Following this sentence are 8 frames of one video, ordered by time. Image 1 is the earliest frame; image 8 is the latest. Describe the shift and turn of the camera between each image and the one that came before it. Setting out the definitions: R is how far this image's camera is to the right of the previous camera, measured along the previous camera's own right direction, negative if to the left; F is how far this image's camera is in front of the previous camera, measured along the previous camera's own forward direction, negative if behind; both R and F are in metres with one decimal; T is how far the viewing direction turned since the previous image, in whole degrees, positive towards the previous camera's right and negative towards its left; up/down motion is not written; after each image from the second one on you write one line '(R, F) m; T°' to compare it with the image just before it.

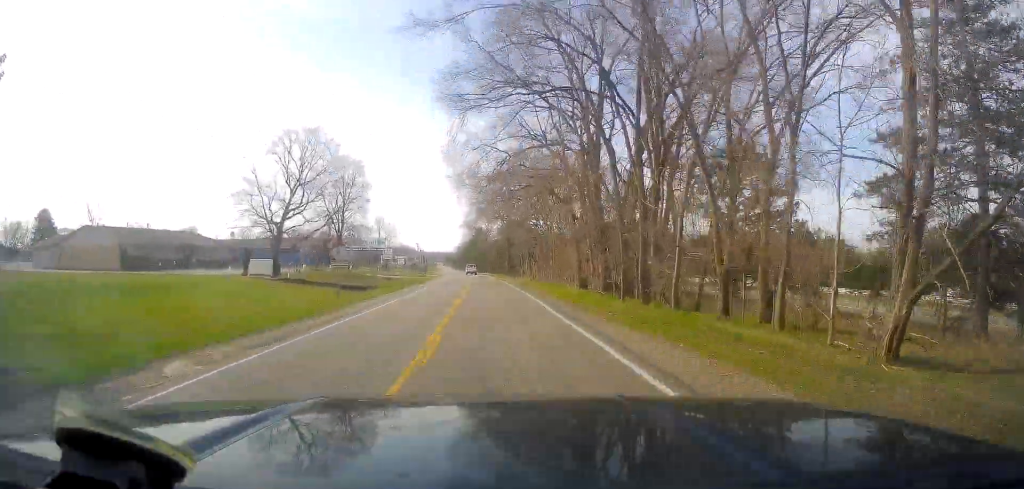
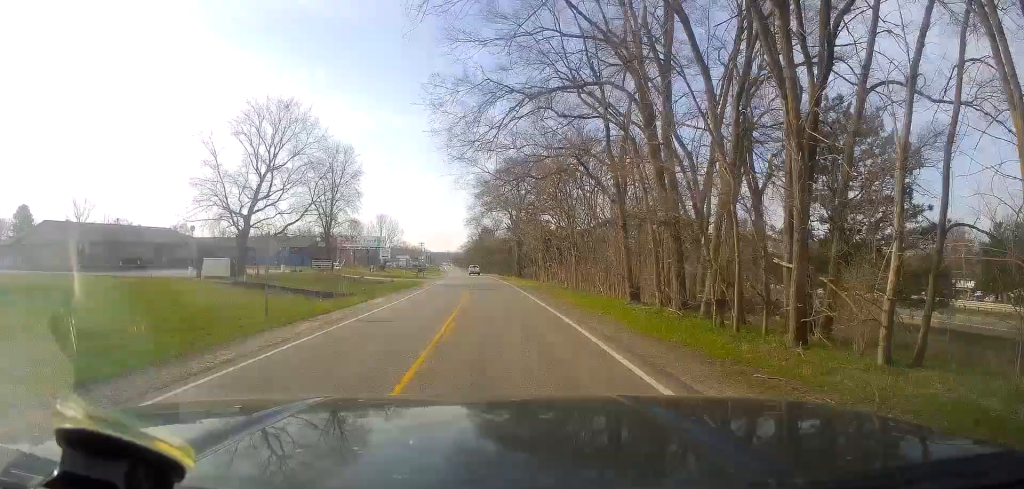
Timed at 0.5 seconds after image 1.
(-0.1, +11.1) m; 0°
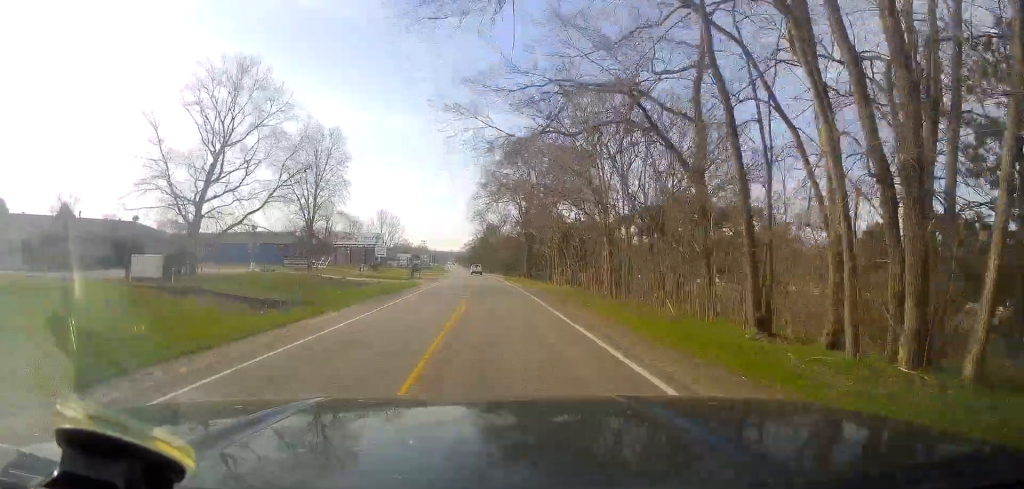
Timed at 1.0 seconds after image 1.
(0.0, +11.2) m; 0°
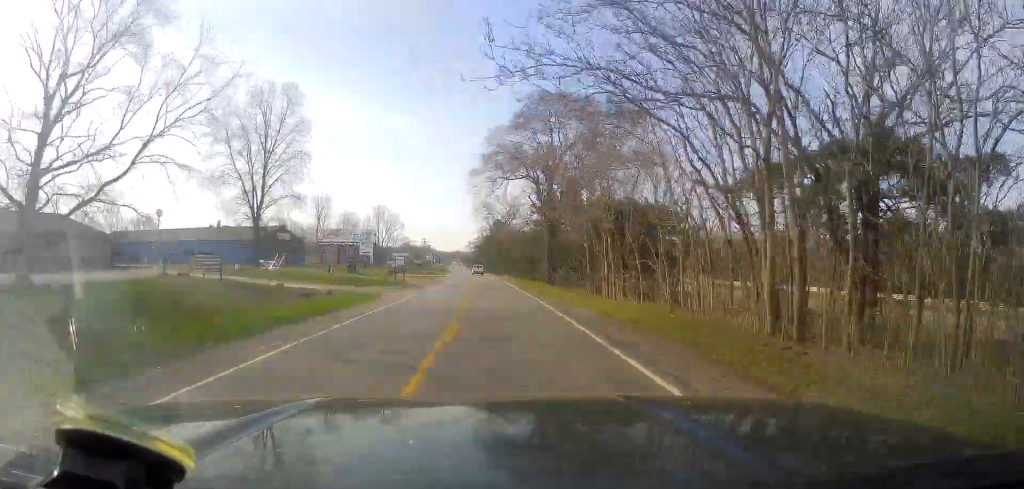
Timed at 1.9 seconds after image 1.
(0.0, +20.2) m; -1°
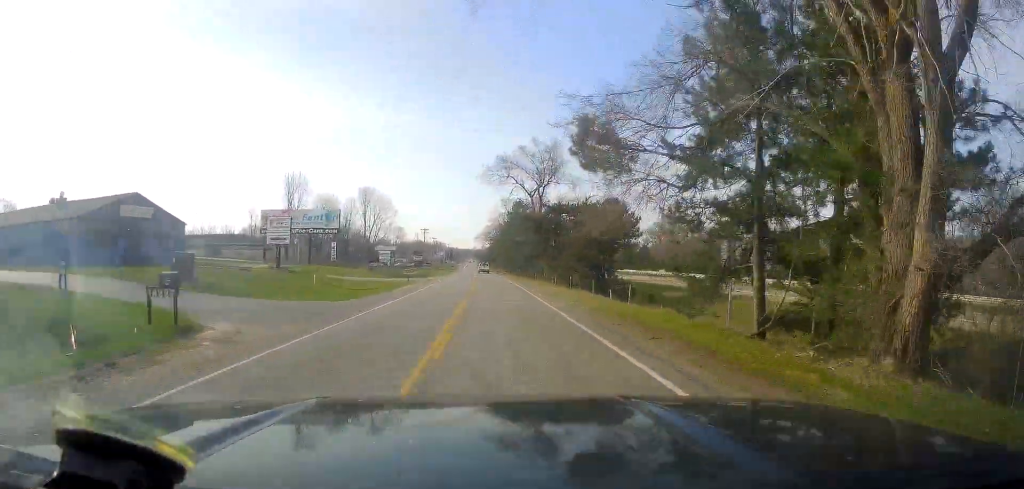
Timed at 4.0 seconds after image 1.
(-1.1, +47.0) m; -1°
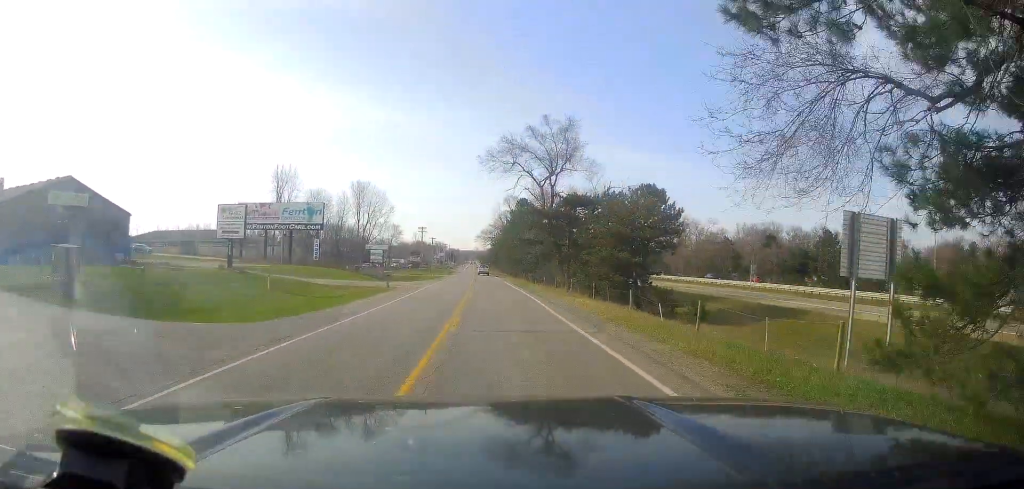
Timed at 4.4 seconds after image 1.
(+0.1, +10.7) m; 0°
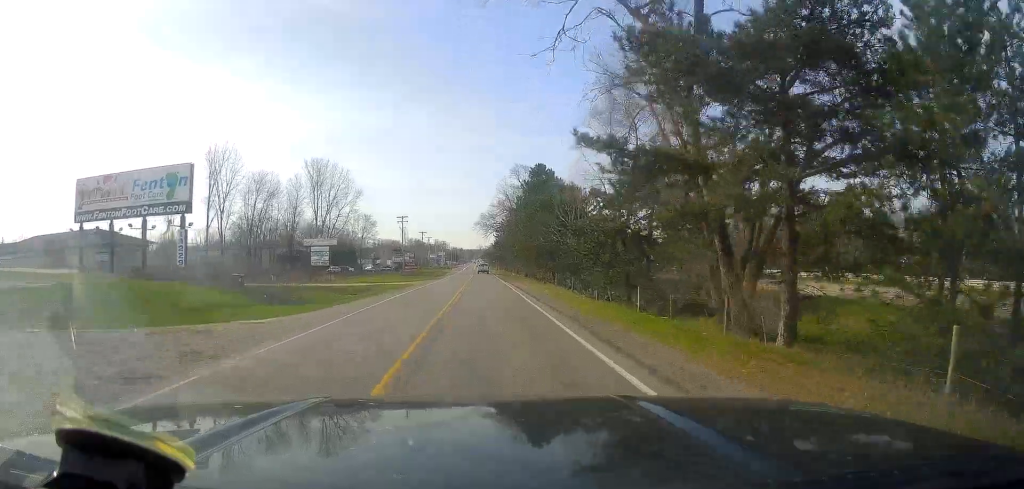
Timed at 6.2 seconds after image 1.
(-0.7, +41.1) m; -2°
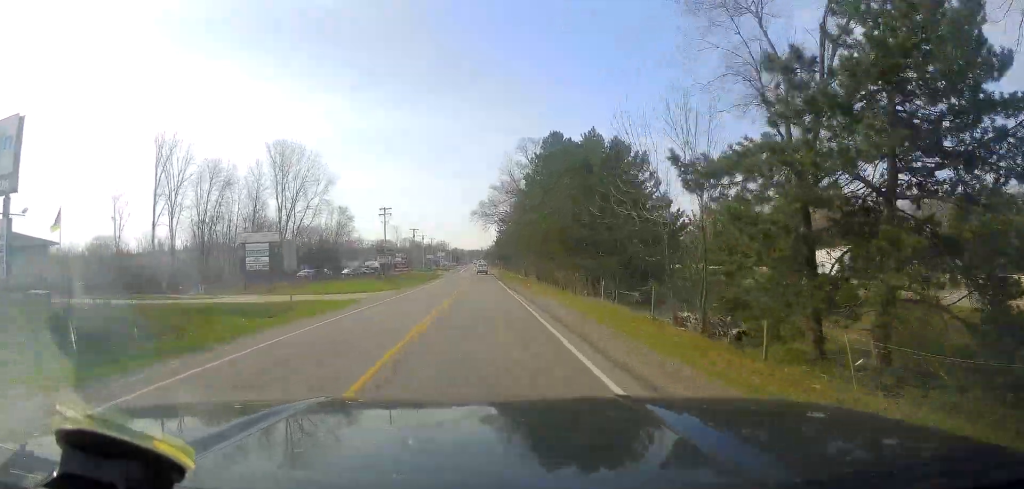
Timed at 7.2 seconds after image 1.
(-0.3, +21.6) m; -2°
